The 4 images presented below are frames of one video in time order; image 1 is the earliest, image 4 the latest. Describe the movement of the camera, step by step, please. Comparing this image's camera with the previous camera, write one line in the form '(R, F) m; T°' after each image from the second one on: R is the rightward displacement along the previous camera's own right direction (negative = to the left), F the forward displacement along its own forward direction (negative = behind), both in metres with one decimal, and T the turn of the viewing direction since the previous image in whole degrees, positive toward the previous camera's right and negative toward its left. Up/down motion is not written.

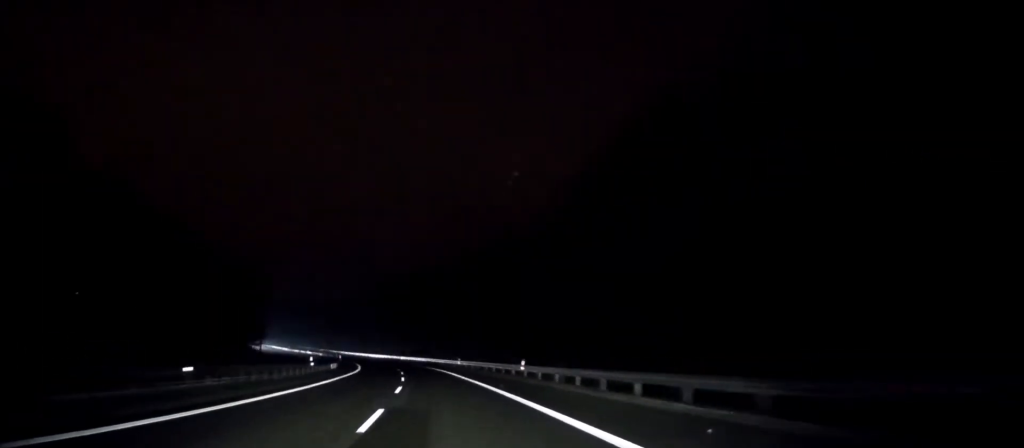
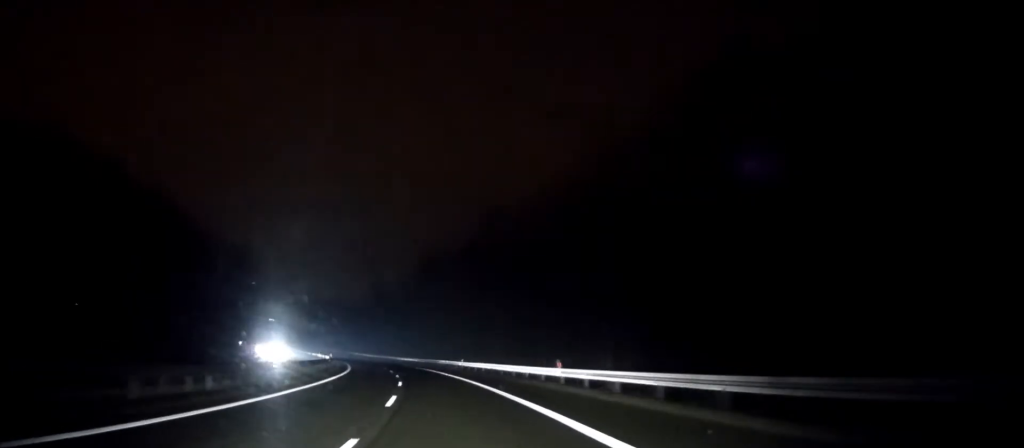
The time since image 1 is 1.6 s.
(-1.4, +41.3) m; -4°
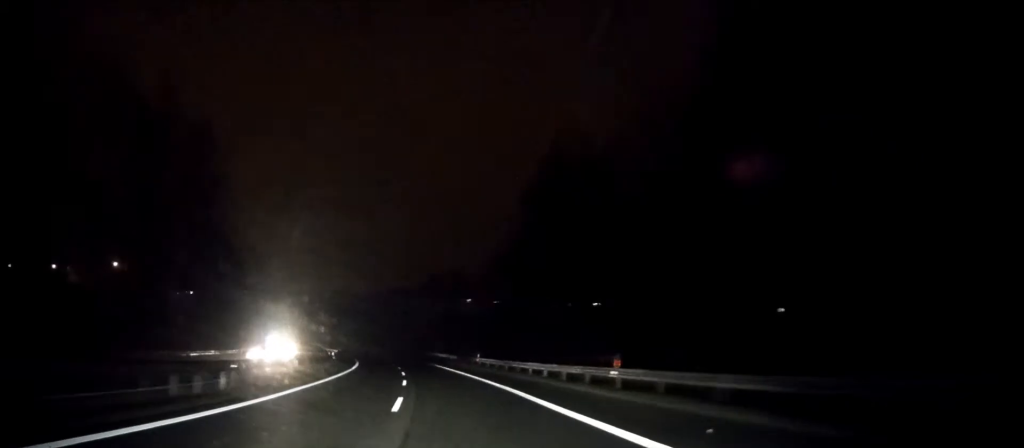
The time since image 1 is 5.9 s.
(-10.9, +110.2) m; -13°
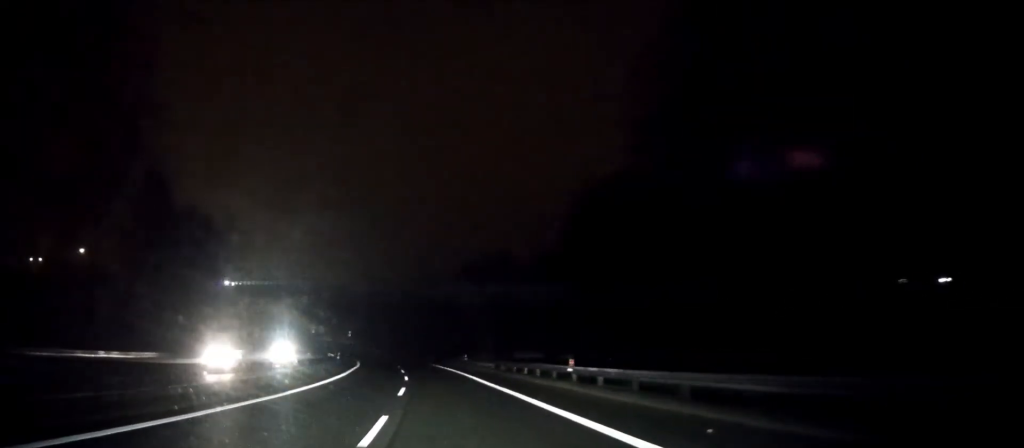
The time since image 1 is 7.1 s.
(-1.0, +29.8) m; -4°
